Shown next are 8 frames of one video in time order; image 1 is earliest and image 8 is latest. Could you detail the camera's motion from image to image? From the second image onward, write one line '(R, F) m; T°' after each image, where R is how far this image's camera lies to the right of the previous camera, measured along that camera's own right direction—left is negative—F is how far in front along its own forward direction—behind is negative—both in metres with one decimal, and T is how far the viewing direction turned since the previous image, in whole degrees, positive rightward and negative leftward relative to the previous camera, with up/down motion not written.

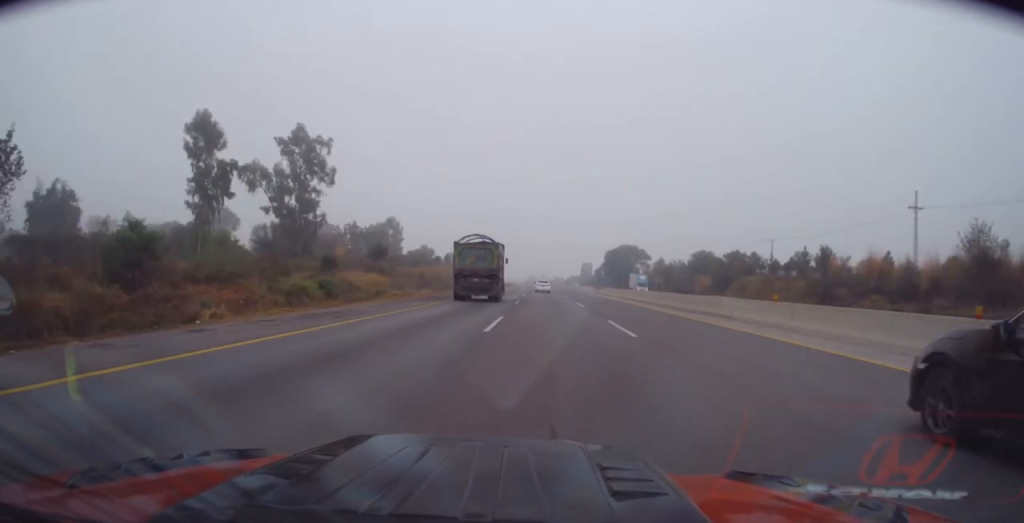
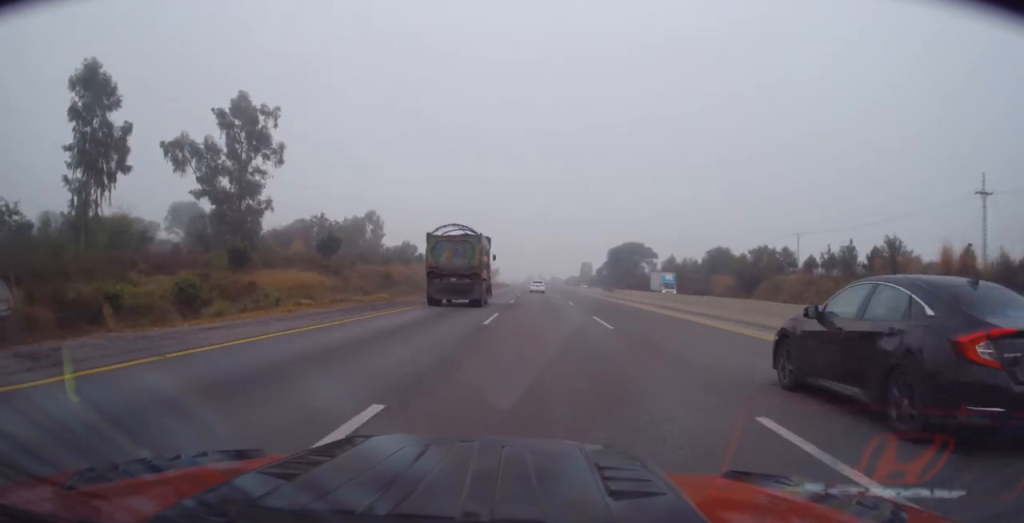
(+0.1, +15.1) m; 0°
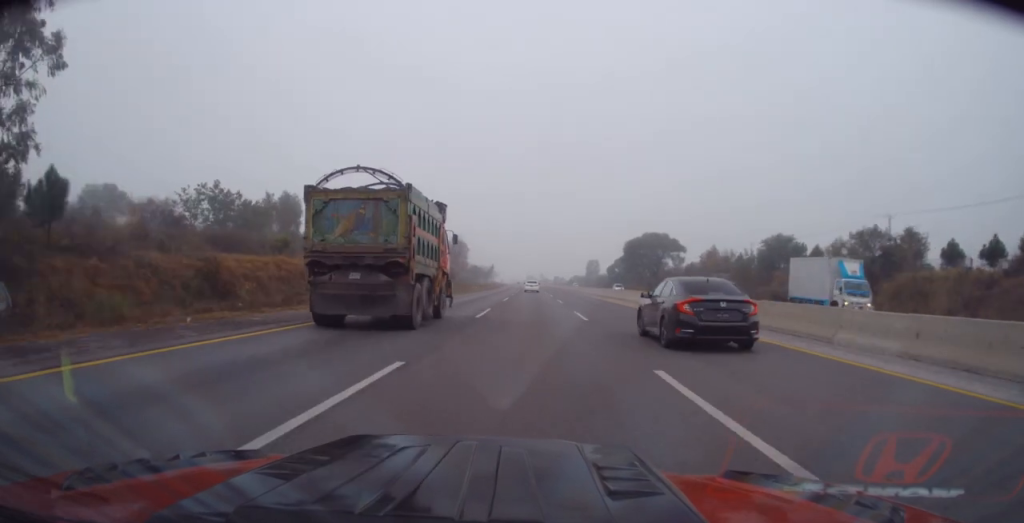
(-0.3, +32.9) m; -1°
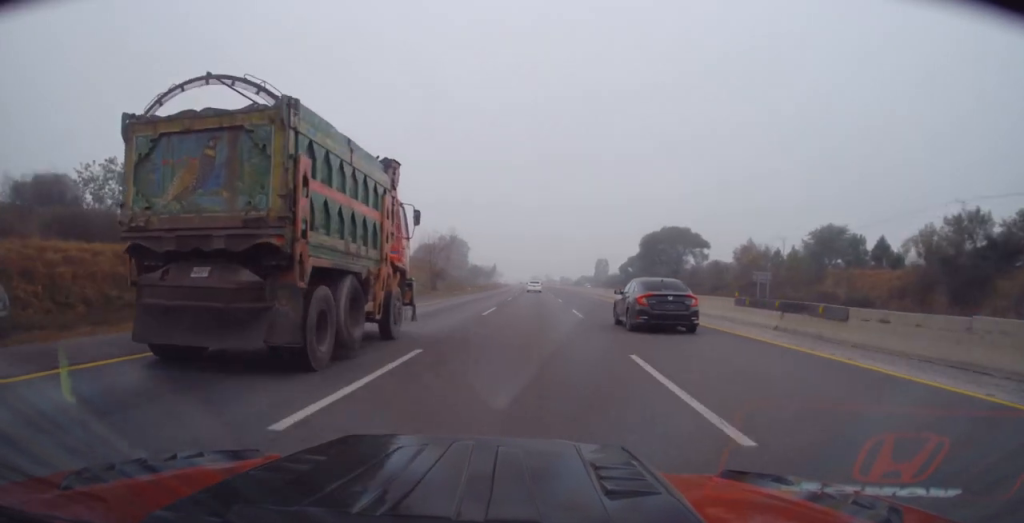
(-0.1, +16.1) m; 0°
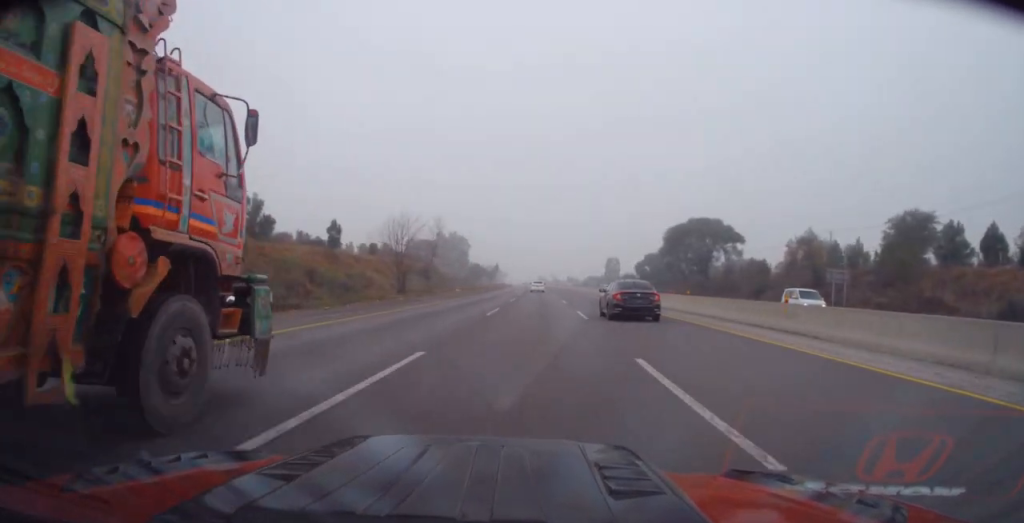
(0.0, +18.5) m; 0°
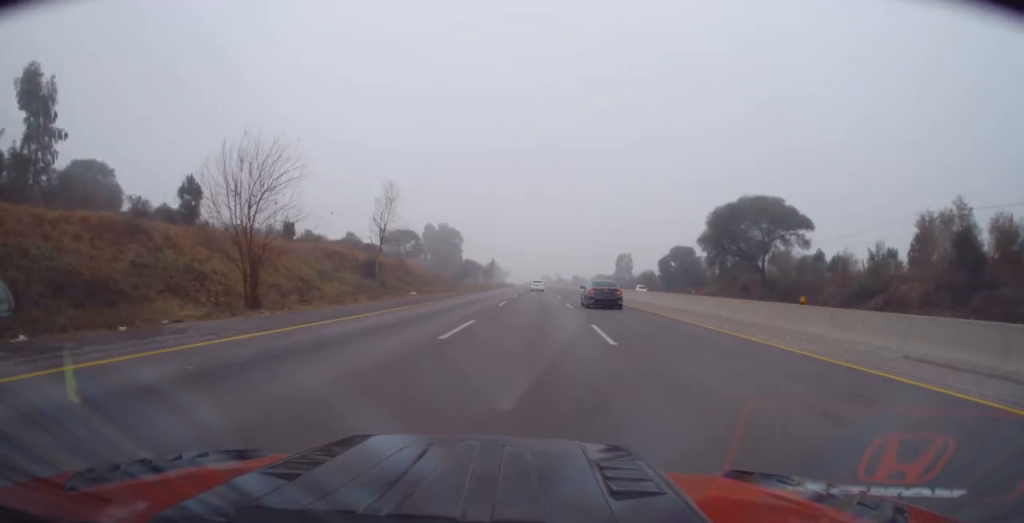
(0.0, +27.4) m; 0°
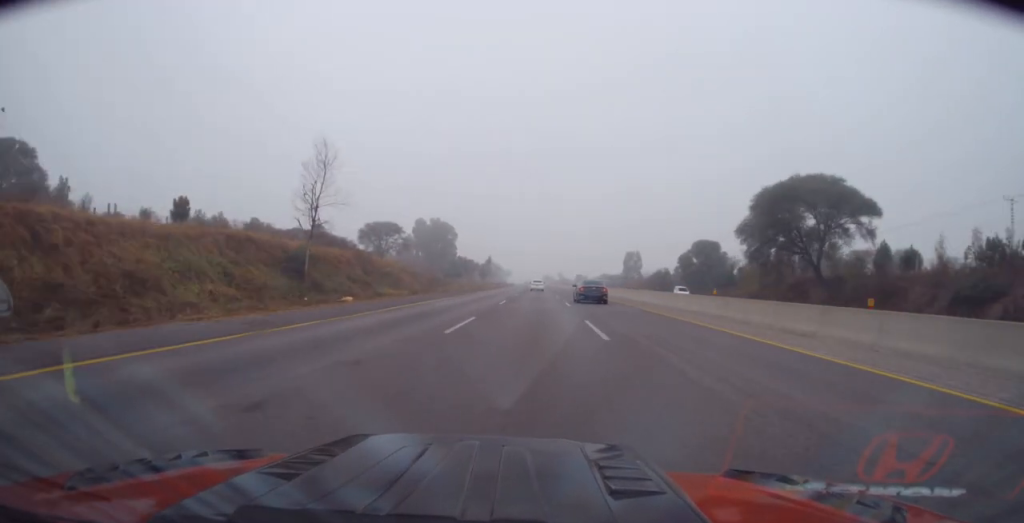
(+0.1, +17.8) m; -1°
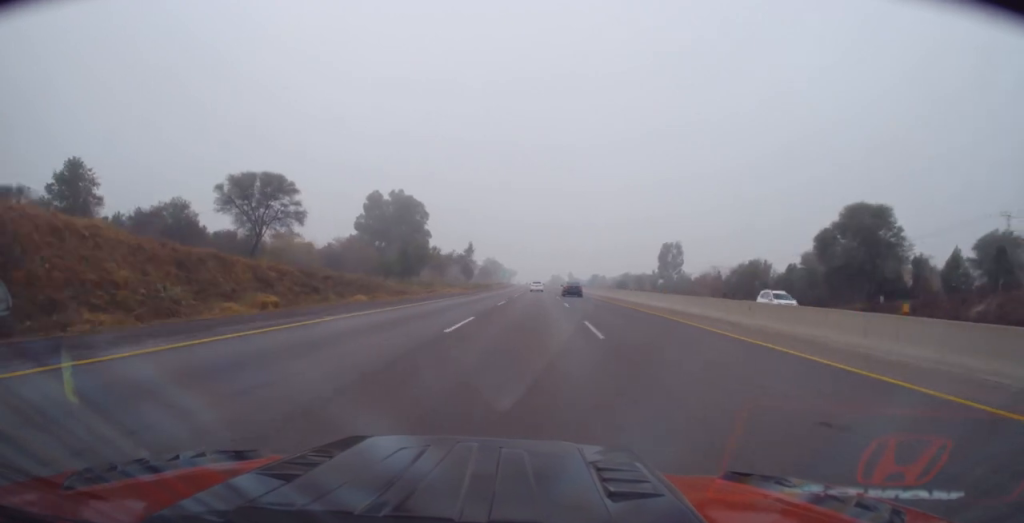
(-0.1, +53.6) m; 0°
